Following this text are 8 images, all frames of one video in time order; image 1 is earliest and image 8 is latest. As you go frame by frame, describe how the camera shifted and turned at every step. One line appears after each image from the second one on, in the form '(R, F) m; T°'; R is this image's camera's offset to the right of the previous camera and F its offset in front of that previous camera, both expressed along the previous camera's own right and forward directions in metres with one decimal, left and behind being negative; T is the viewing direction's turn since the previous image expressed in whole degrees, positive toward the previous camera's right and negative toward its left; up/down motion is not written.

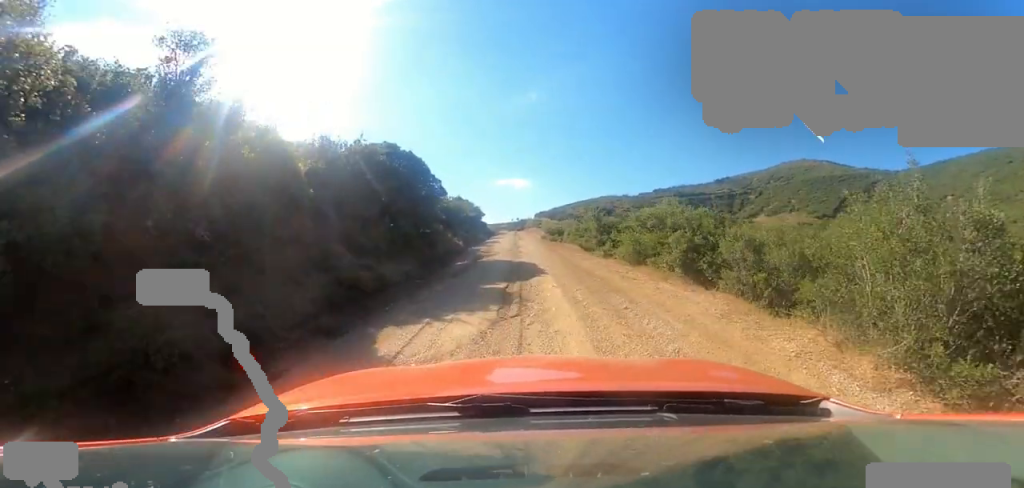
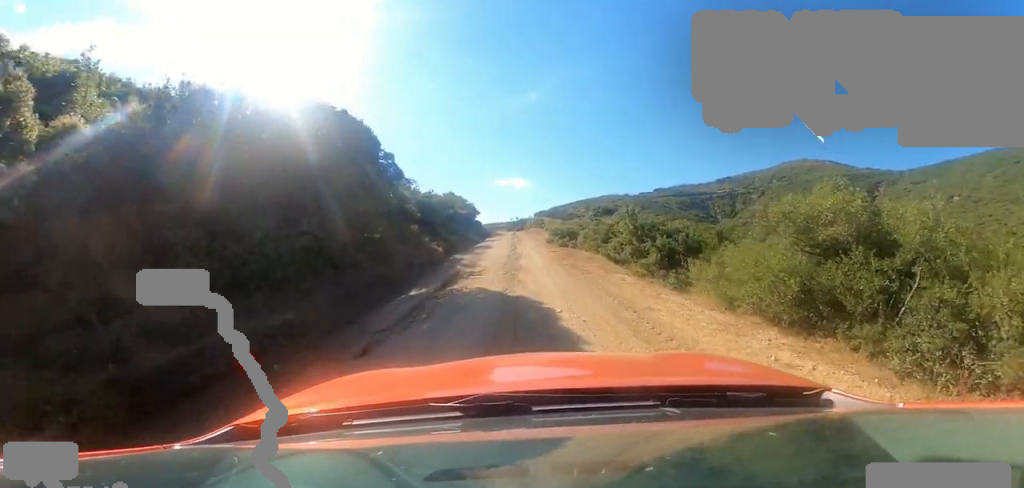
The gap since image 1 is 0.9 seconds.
(+1.4, +5.7) m; +1°
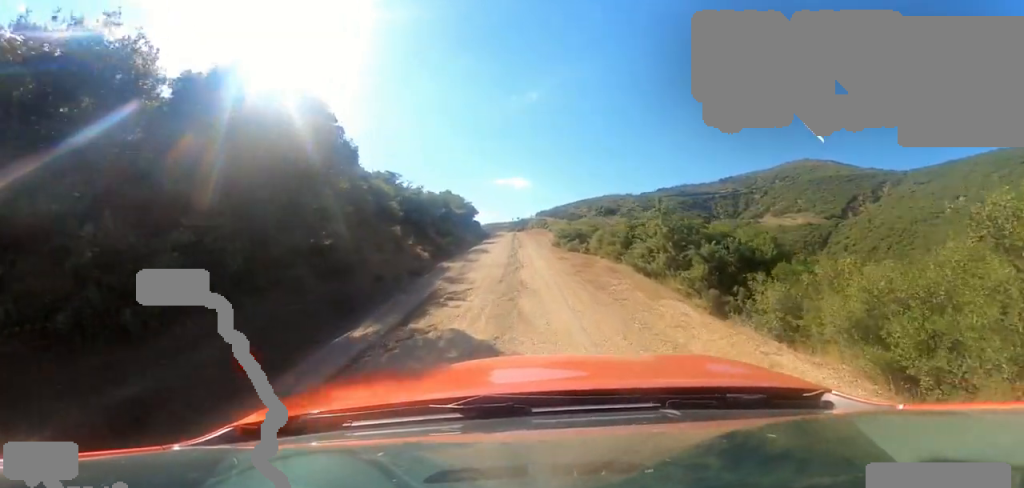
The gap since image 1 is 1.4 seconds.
(-0.2, +2.9) m; -2°
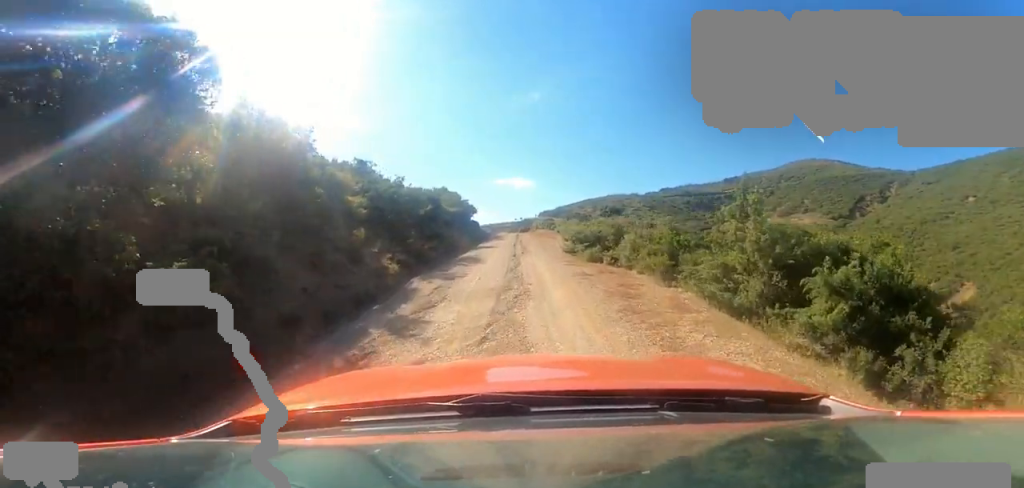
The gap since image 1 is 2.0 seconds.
(-0.9, +3.9) m; -4°
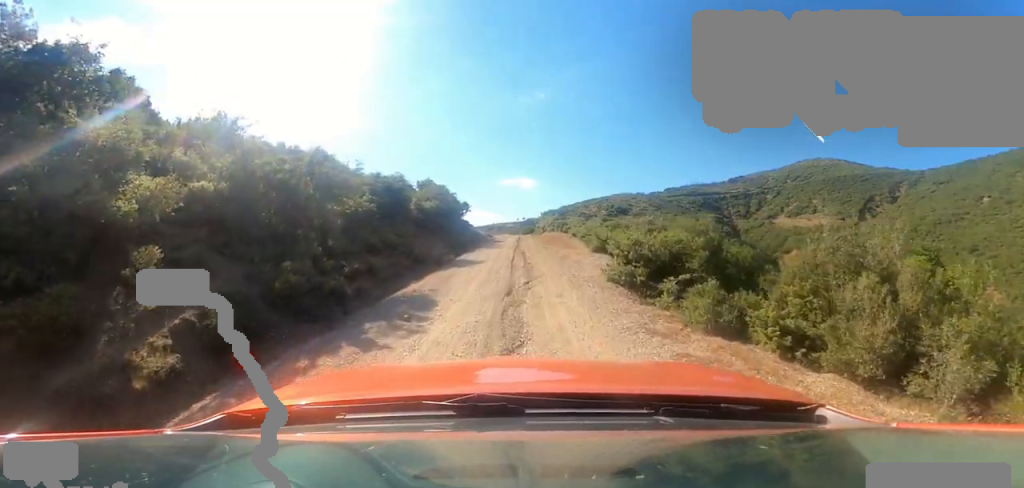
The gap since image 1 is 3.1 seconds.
(+0.7, +8.0) m; +6°
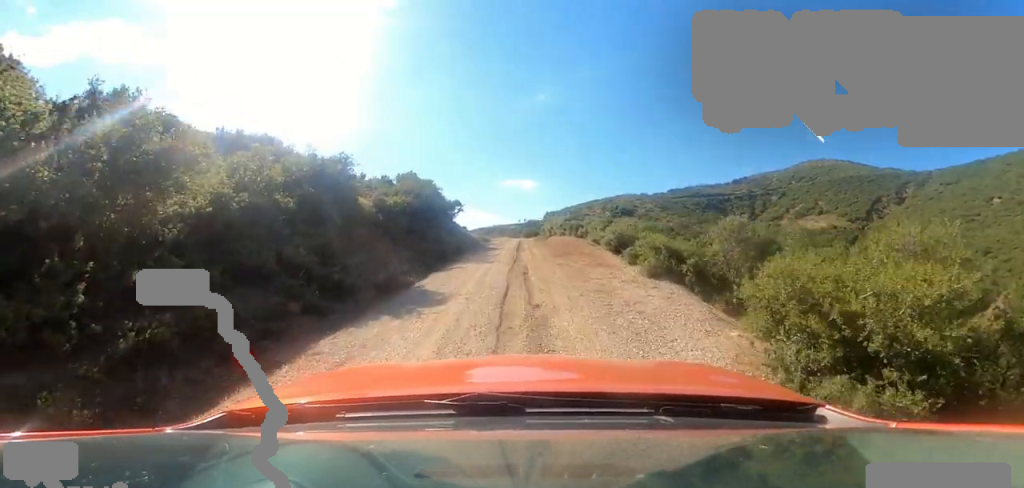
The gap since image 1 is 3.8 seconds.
(0.0, +6.0) m; -4°
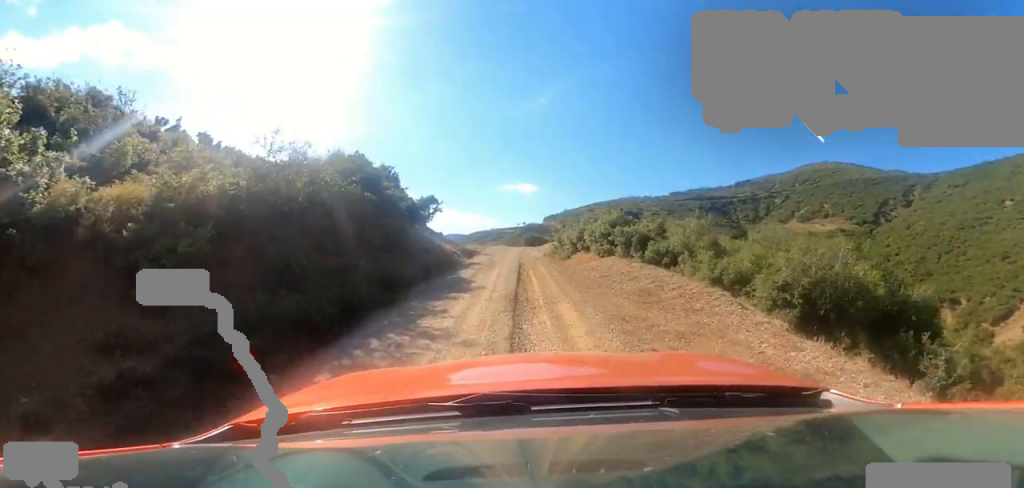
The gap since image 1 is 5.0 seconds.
(-0.8, +9.7) m; -2°
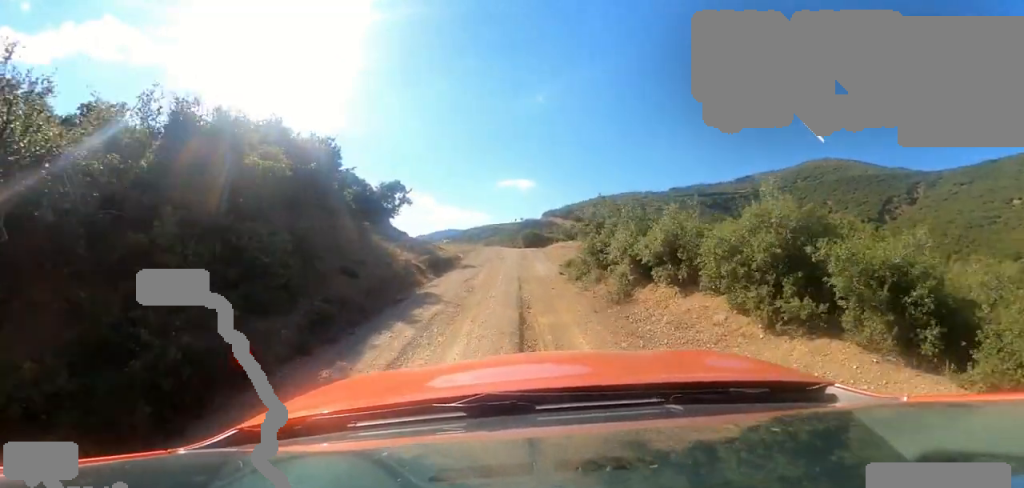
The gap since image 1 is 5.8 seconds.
(+0.5, +6.8) m; +4°
